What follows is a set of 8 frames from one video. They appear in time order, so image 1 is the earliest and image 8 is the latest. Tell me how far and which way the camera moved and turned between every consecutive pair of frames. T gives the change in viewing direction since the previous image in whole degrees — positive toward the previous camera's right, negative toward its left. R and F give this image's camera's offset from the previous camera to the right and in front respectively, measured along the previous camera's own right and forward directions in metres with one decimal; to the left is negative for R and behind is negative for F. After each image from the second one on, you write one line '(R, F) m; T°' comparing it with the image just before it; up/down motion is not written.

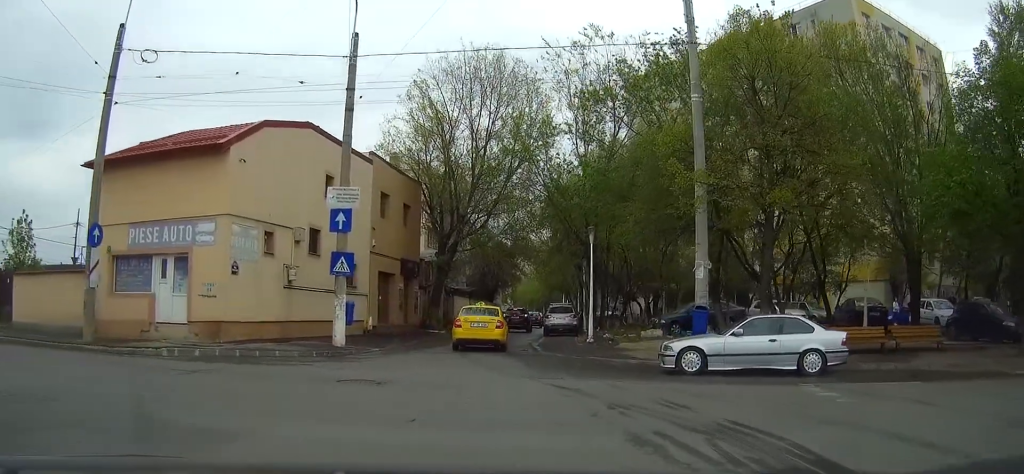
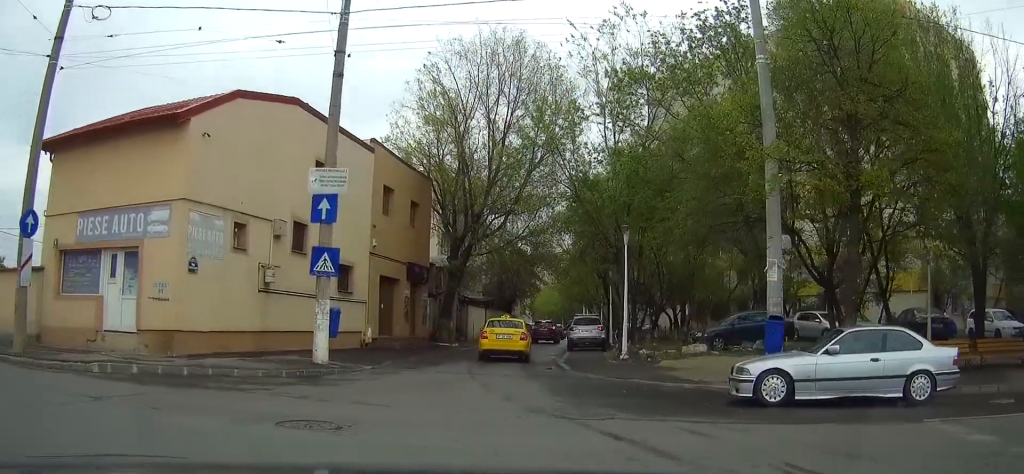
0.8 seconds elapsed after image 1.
(-0.2, +3.4) m; -3°
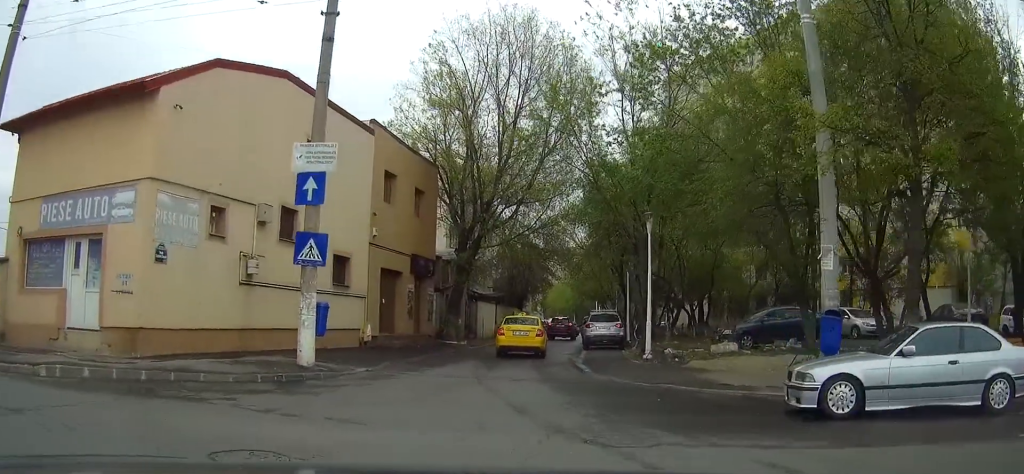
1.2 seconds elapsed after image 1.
(0.0, +1.8) m; -1°
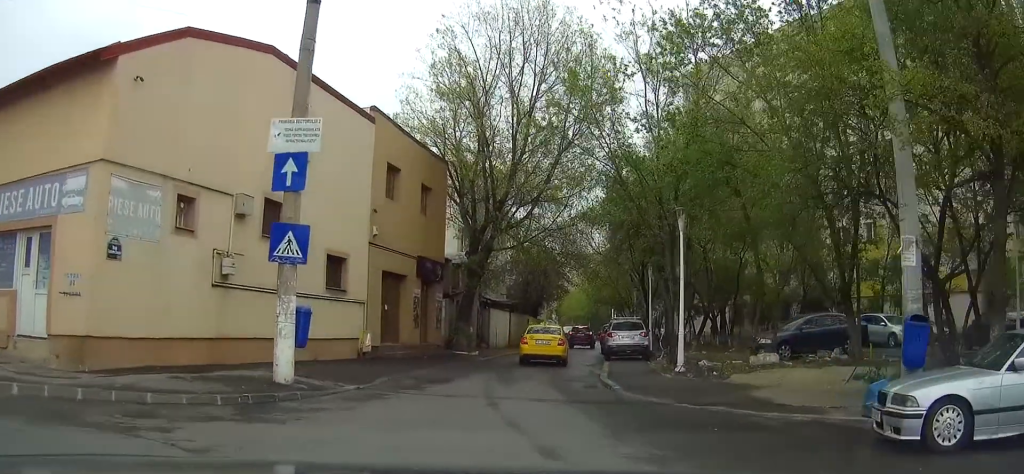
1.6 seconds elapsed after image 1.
(0.0, +2.3) m; +1°
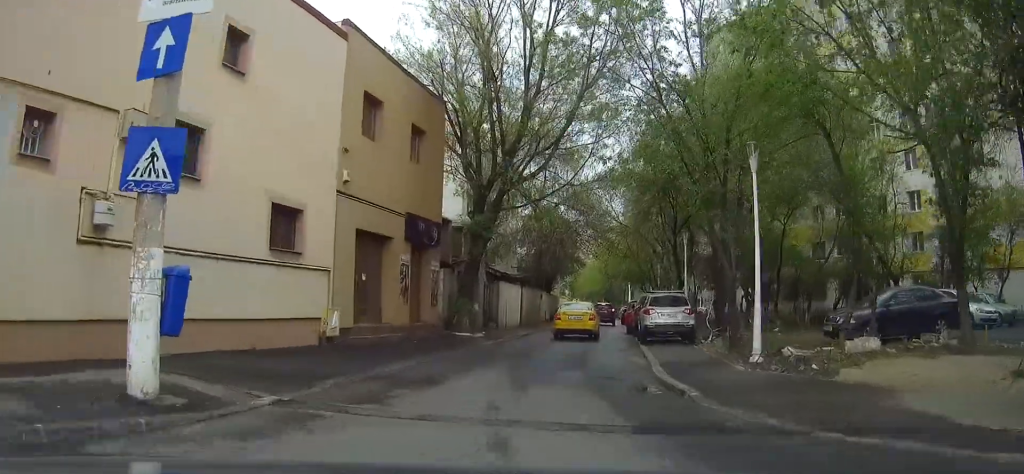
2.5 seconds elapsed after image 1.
(0.0, +4.8) m; +2°
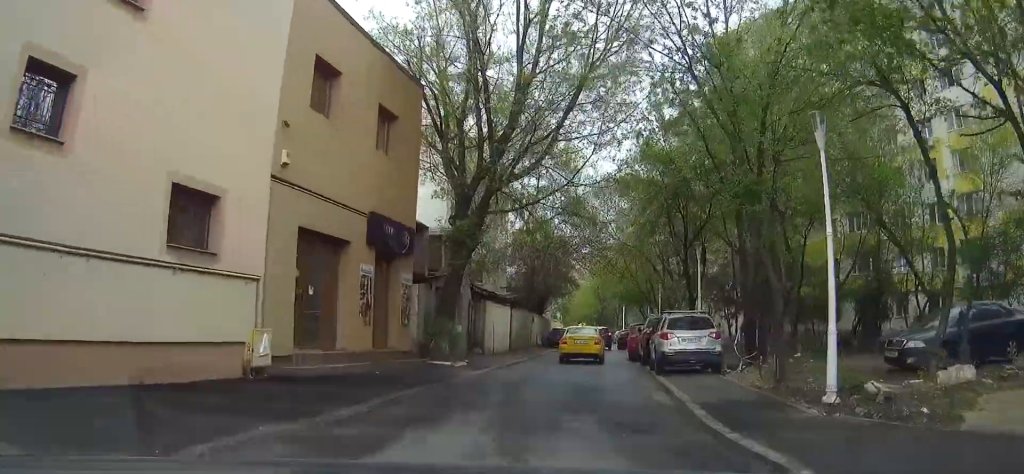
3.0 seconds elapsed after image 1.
(+0.1, +3.7) m; +1°
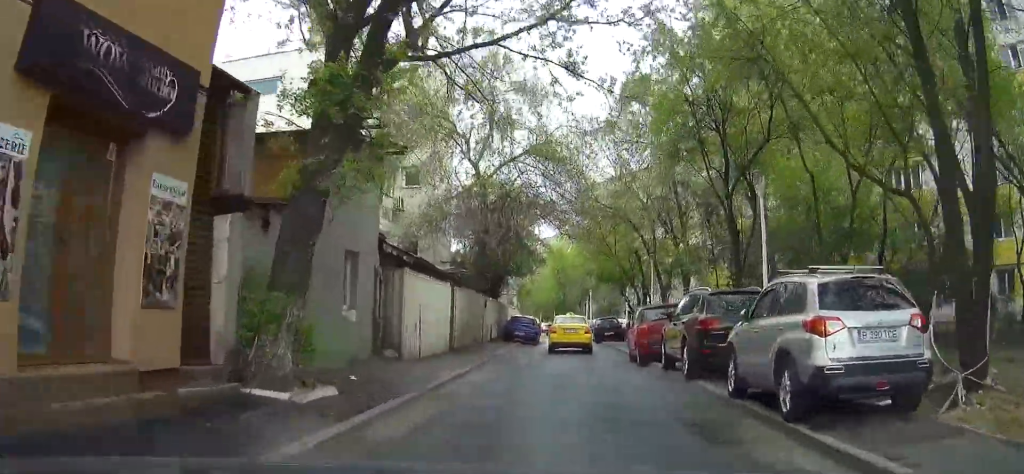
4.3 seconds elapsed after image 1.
(+0.1, +10.0) m; +1°
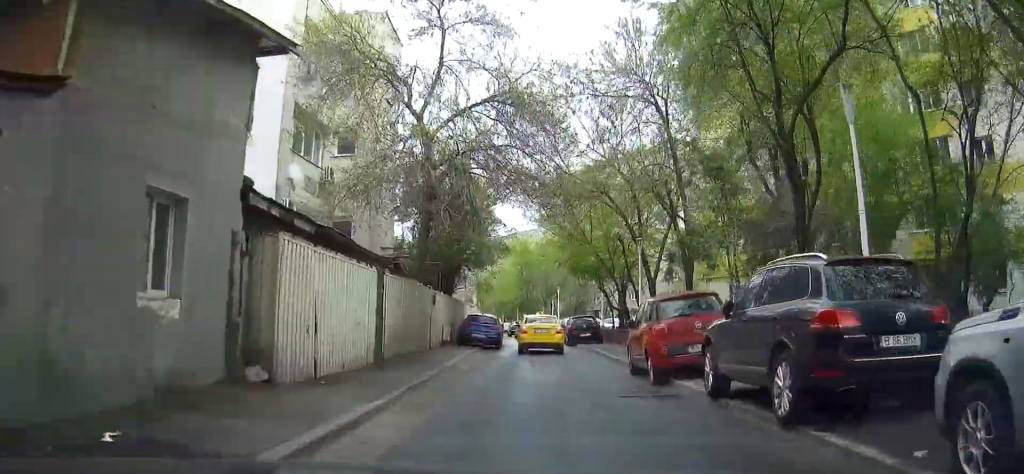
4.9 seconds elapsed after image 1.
(+0.1, +6.0) m; +2°
